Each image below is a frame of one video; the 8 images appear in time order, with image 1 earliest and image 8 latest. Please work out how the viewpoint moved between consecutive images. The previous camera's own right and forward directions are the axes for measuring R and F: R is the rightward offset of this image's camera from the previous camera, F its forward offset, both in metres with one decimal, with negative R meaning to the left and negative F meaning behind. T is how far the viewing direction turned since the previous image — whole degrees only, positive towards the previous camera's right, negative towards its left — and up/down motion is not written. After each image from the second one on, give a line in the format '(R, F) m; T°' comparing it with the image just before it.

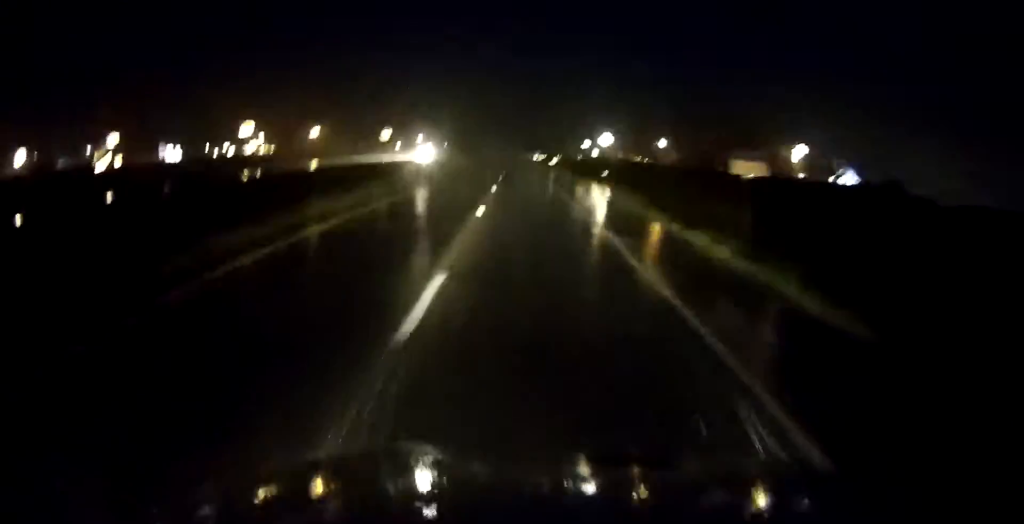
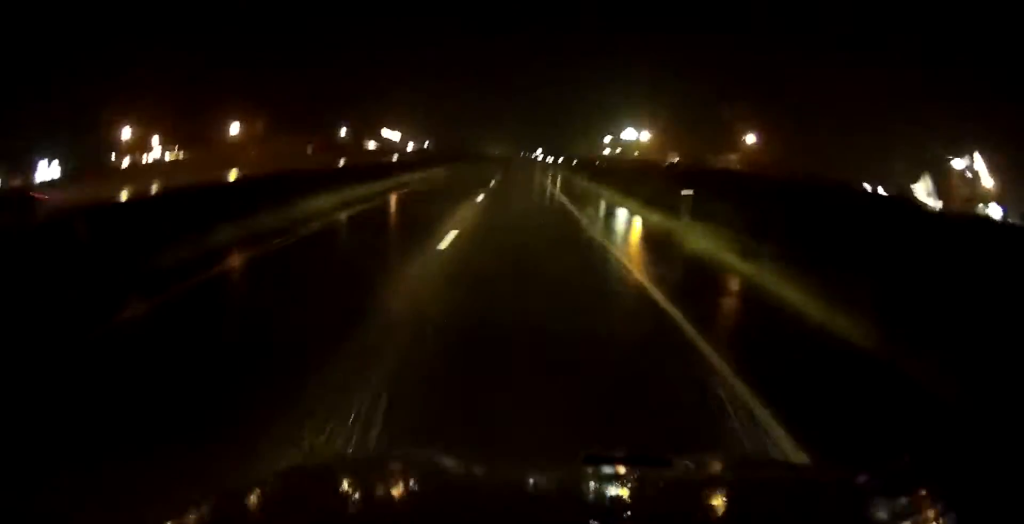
(+0.1, +79.8) m; 0°
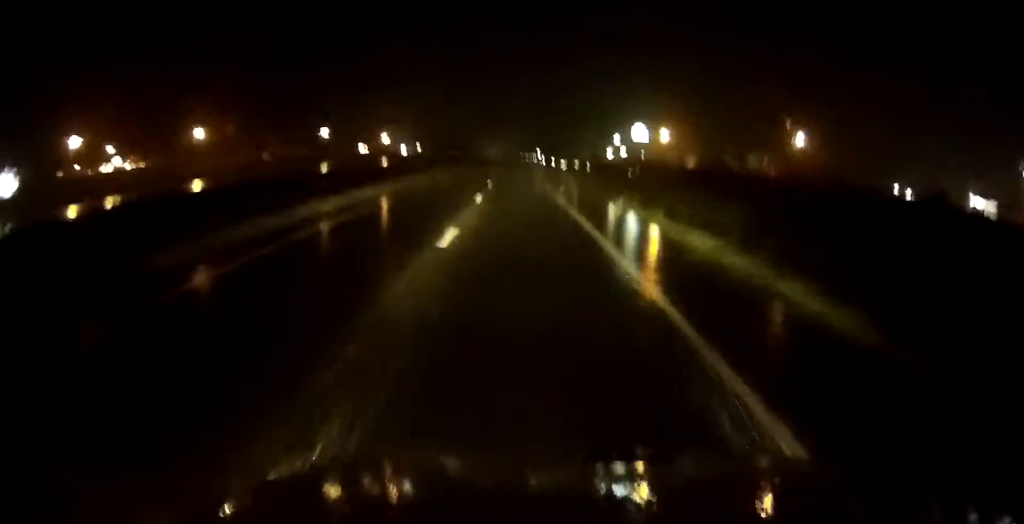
(+0.1, +23.8) m; 0°
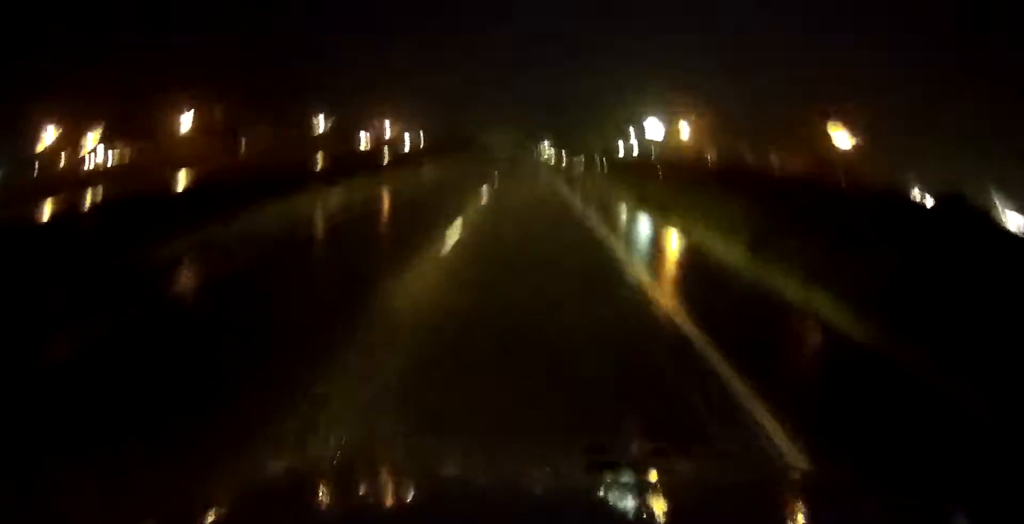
(0.0, +12.4) m; 0°
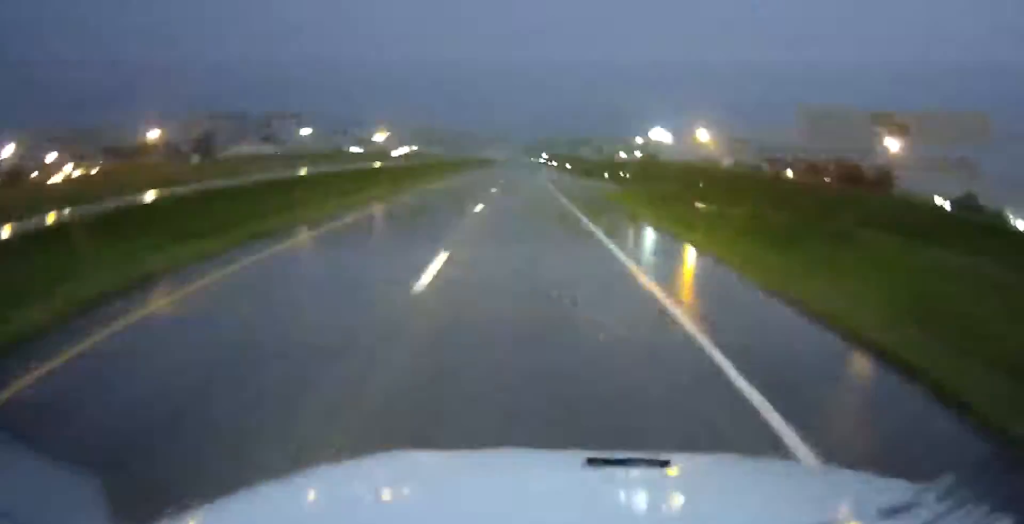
(-0.2, +15.5) m; 0°
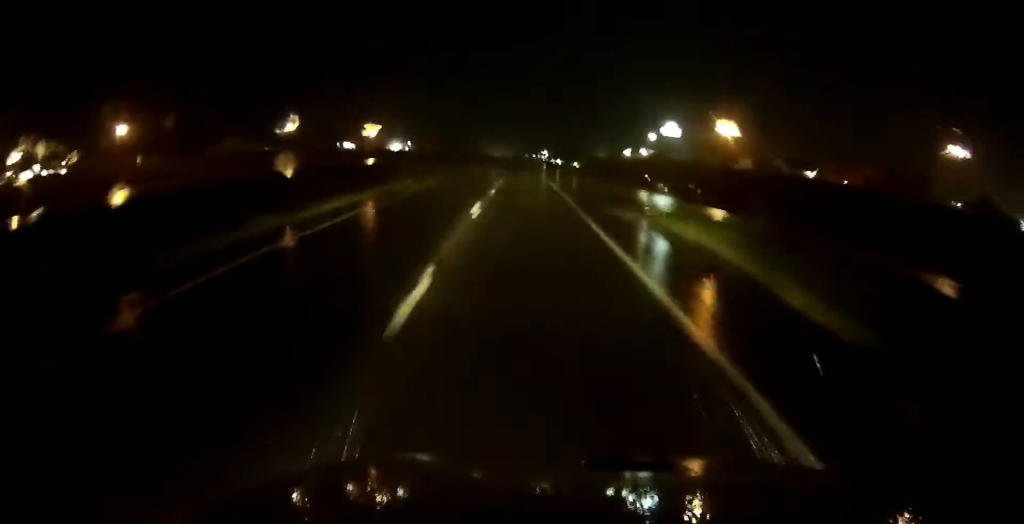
(-0.1, +14.5) m; 0°
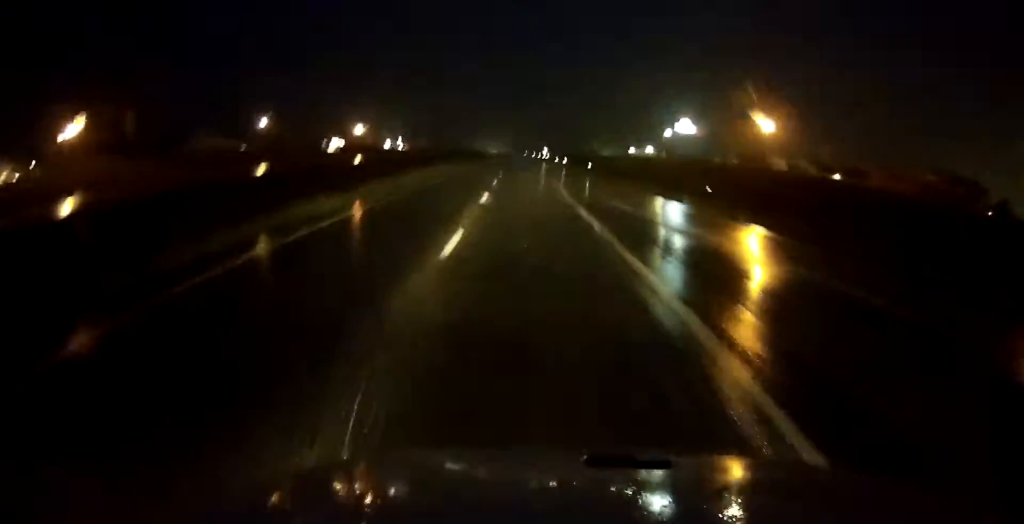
(+0.2, +19.6) m; 0°
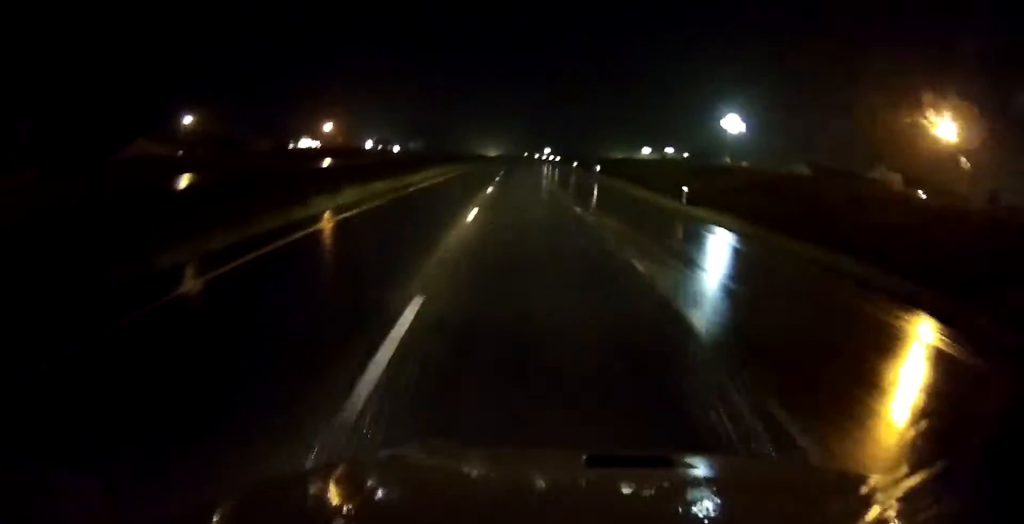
(-0.1, +43.4) m; 0°
